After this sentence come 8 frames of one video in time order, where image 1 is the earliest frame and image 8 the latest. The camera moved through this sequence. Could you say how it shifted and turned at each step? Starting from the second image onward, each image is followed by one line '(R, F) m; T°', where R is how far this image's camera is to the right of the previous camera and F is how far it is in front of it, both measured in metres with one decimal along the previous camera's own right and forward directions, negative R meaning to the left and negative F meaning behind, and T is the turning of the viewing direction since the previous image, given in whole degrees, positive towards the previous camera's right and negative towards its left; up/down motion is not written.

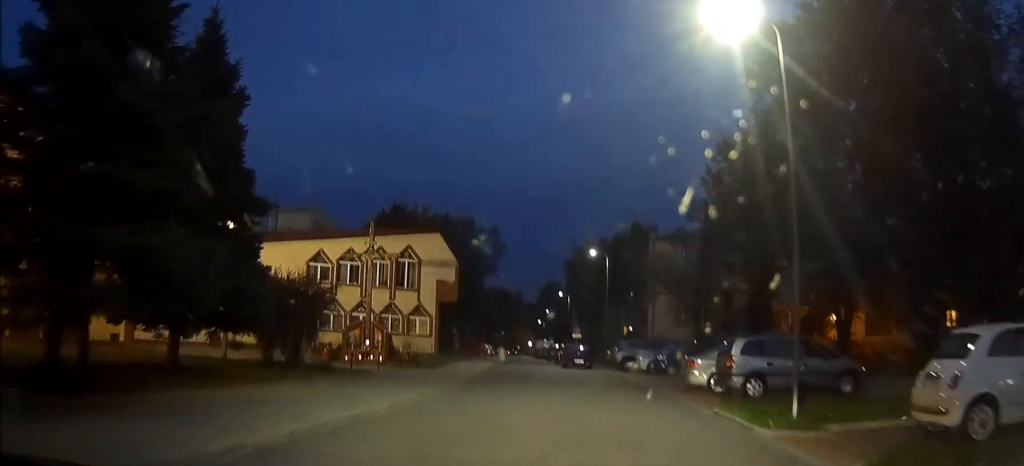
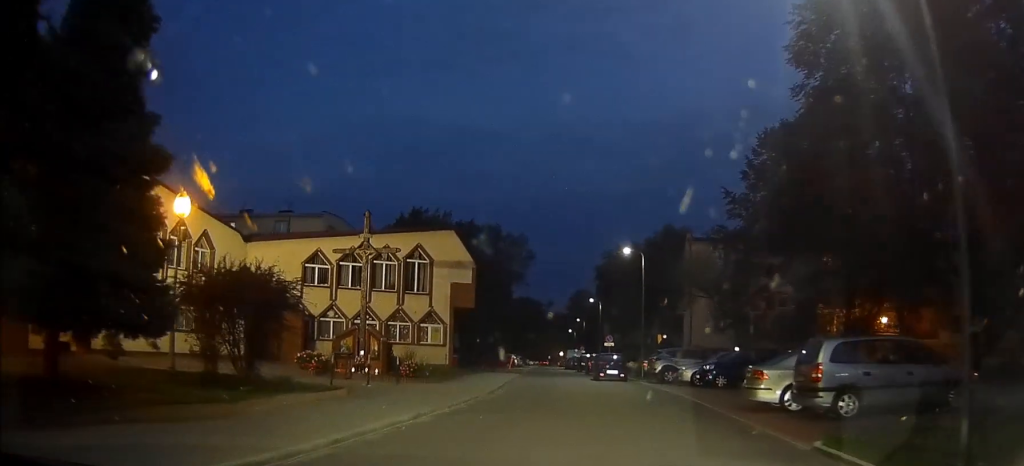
(-0.3, +4.9) m; -1°
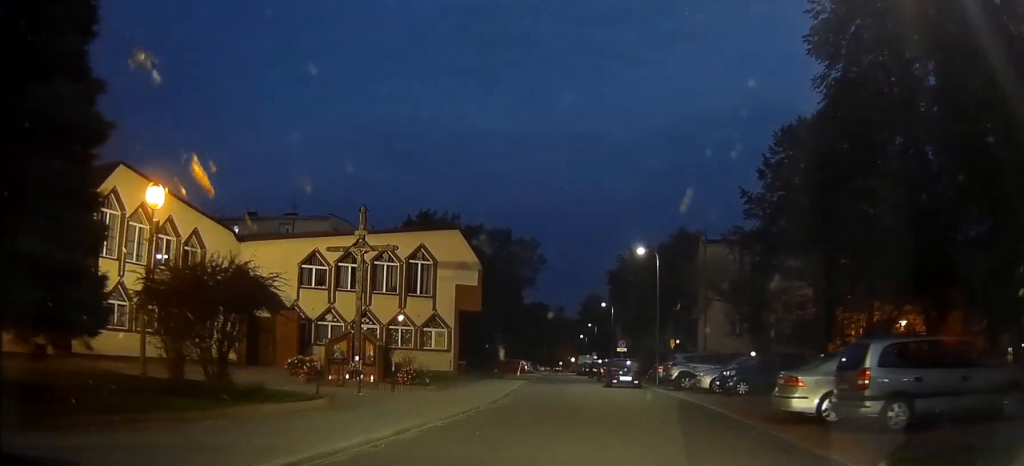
(+0.1, +1.7) m; 0°
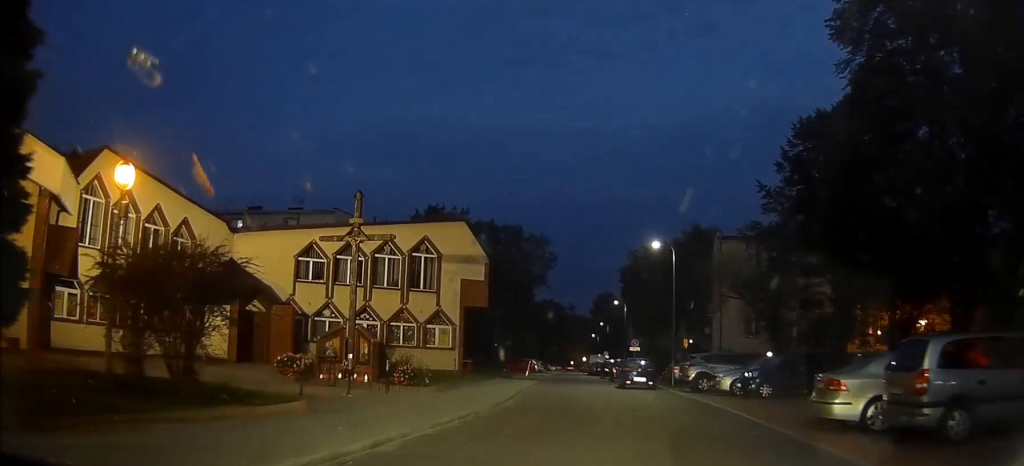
(0.0, +1.7) m; -1°
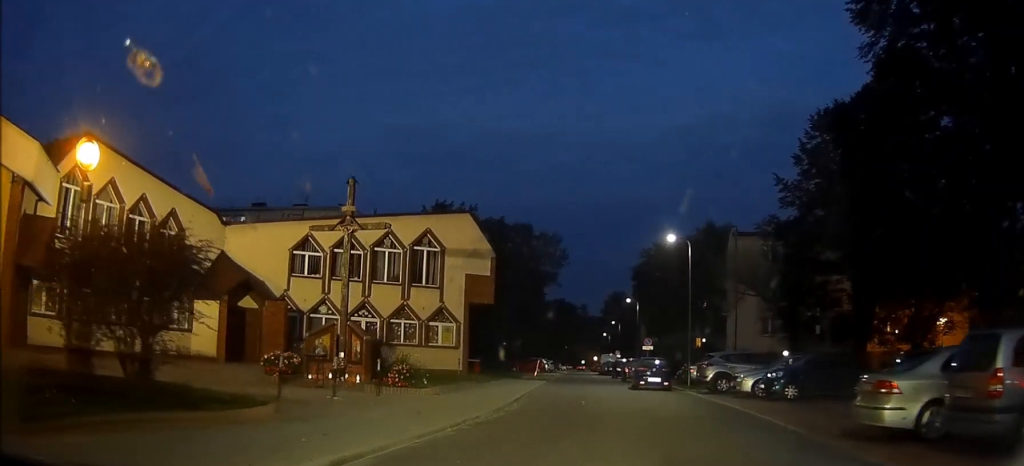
(-0.1, +1.6) m; -3°
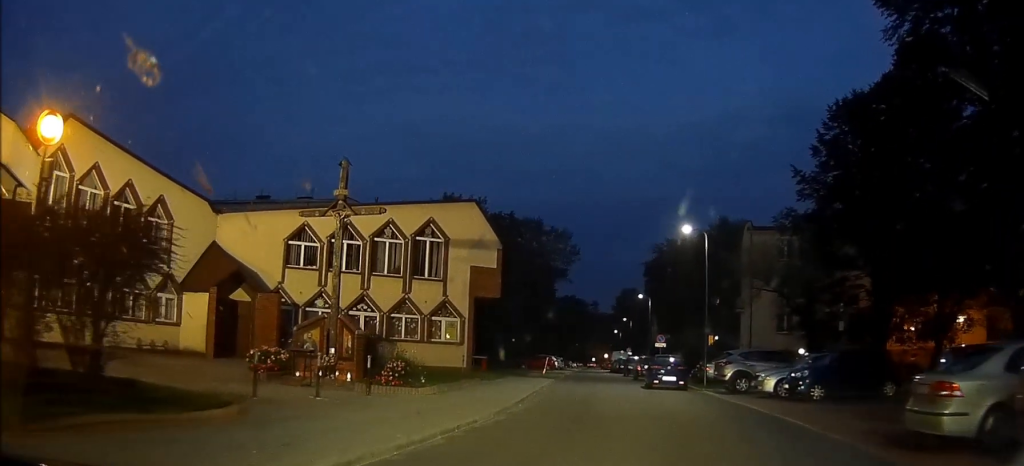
(0.0, +1.4) m; -3°
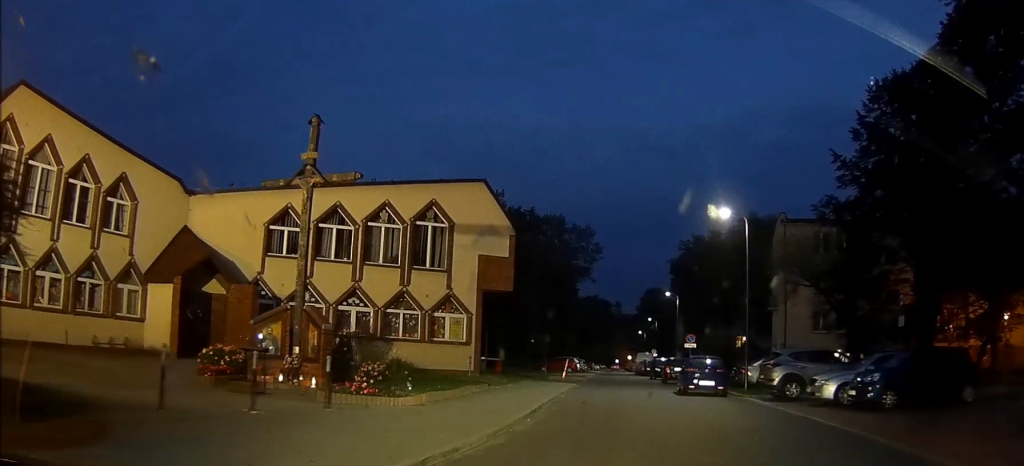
(-0.3, +3.3) m; -10°
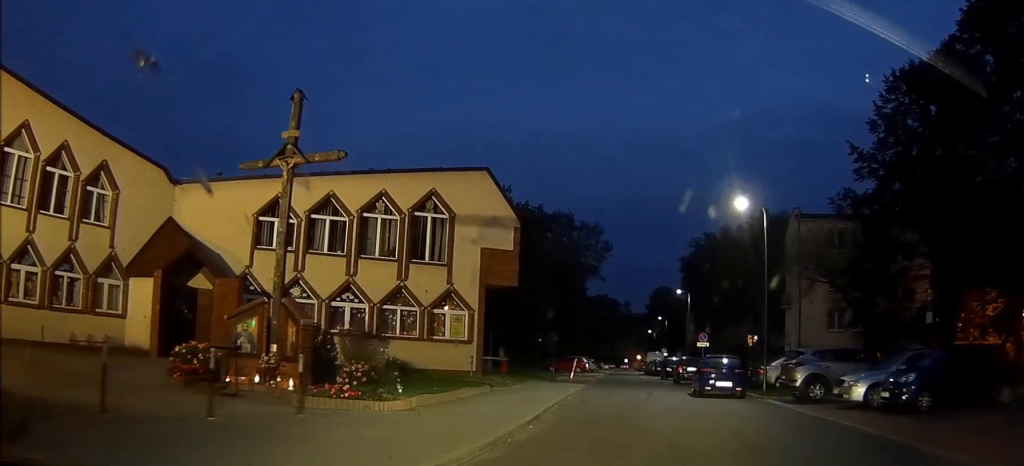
(-0.1, +1.4) m; -3°
